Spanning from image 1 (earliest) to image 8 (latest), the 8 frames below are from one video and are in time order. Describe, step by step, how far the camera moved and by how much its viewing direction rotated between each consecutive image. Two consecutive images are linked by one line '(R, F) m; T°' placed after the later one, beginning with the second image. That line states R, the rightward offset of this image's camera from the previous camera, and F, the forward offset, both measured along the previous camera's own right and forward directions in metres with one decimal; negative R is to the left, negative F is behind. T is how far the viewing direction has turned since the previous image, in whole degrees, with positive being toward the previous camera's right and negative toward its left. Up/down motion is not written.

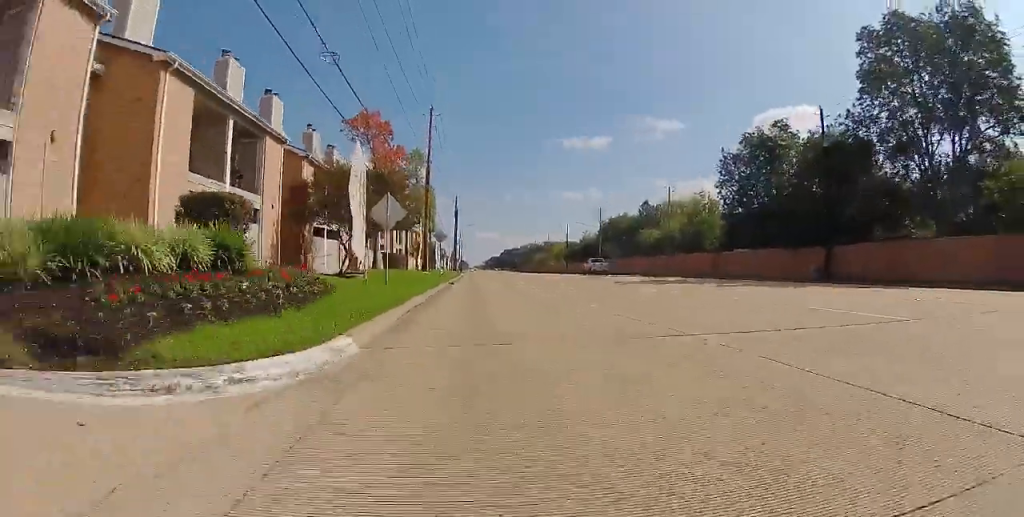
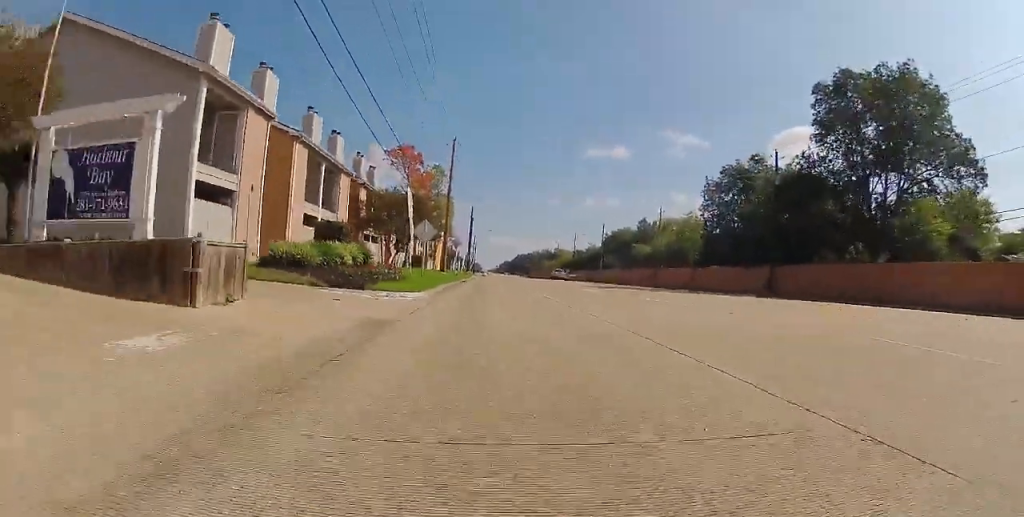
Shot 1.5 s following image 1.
(-0.2, +10.4) m; -3°
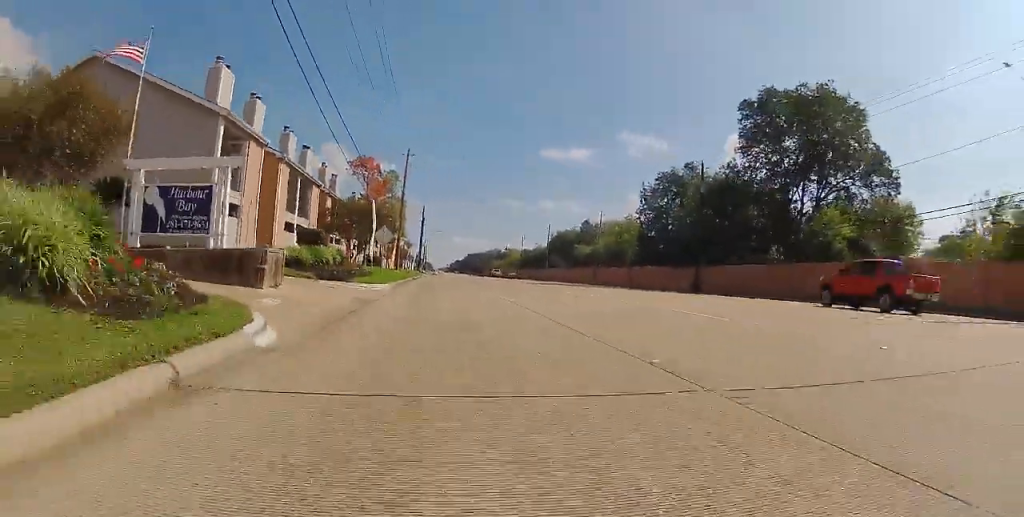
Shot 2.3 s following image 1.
(-0.1, +5.6) m; -1°
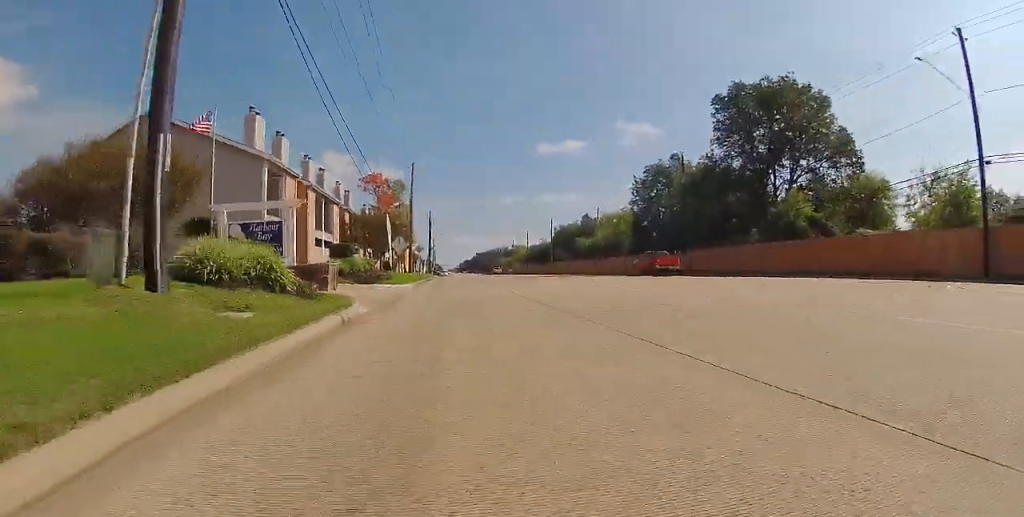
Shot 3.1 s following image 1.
(0.0, +5.7) m; 0°
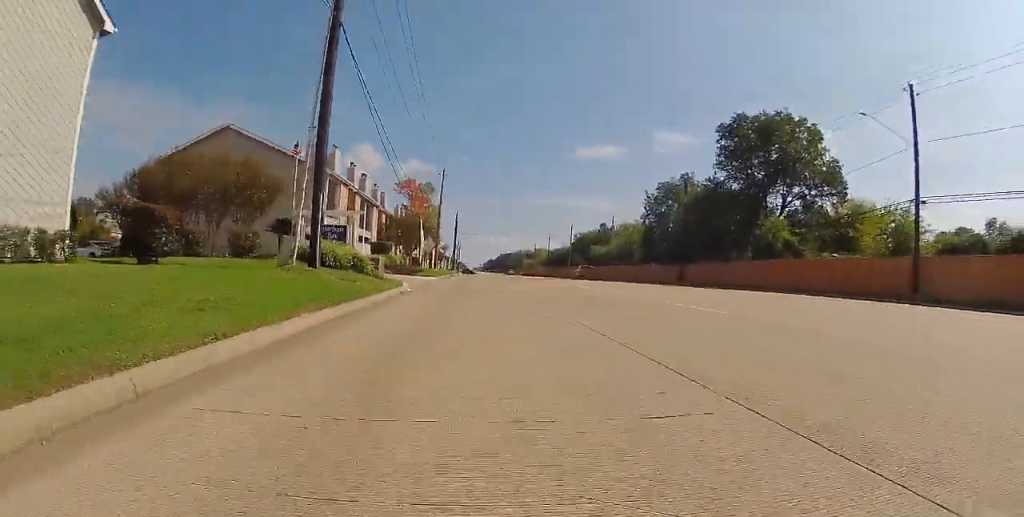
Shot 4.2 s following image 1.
(0.0, +7.7) m; 0°
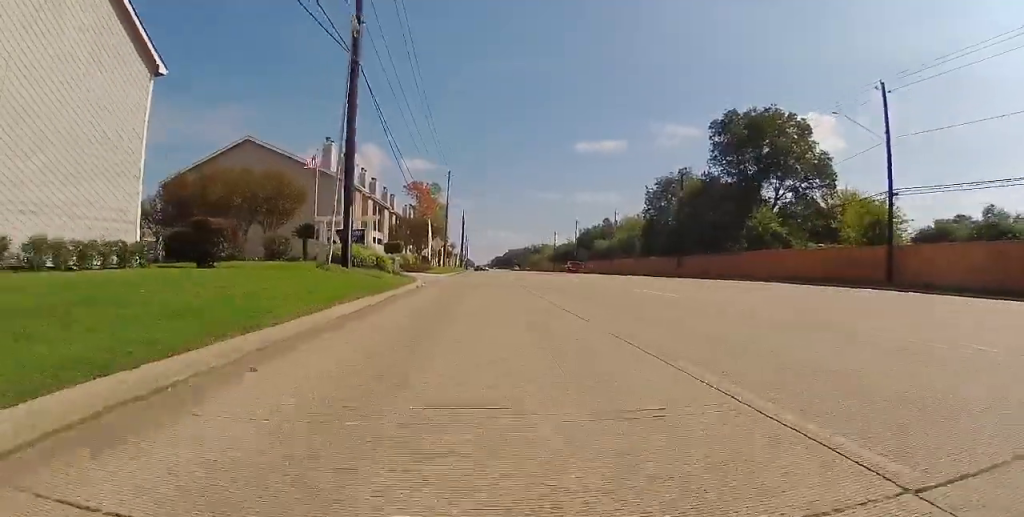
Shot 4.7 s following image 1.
(0.0, +3.4) m; +1°
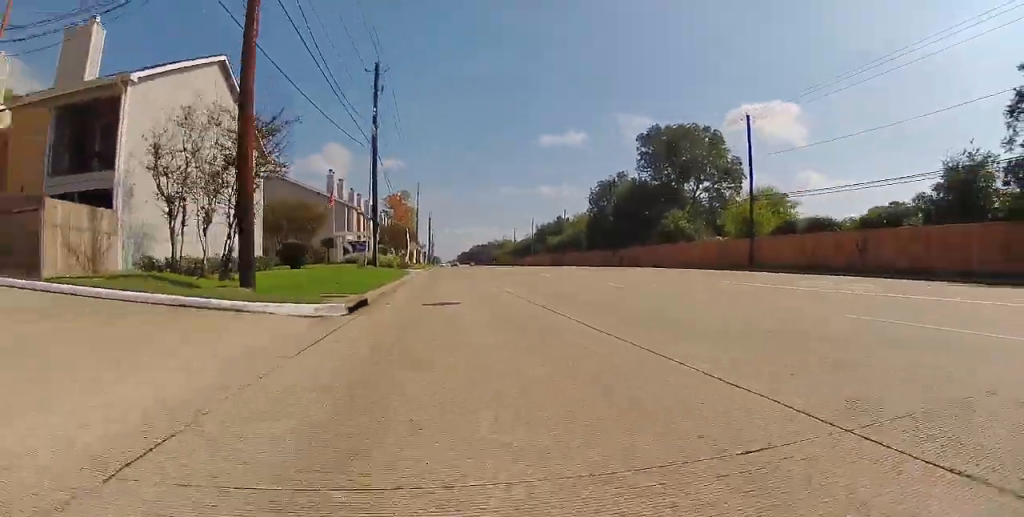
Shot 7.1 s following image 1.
(+0.6, +14.9) m; +4°
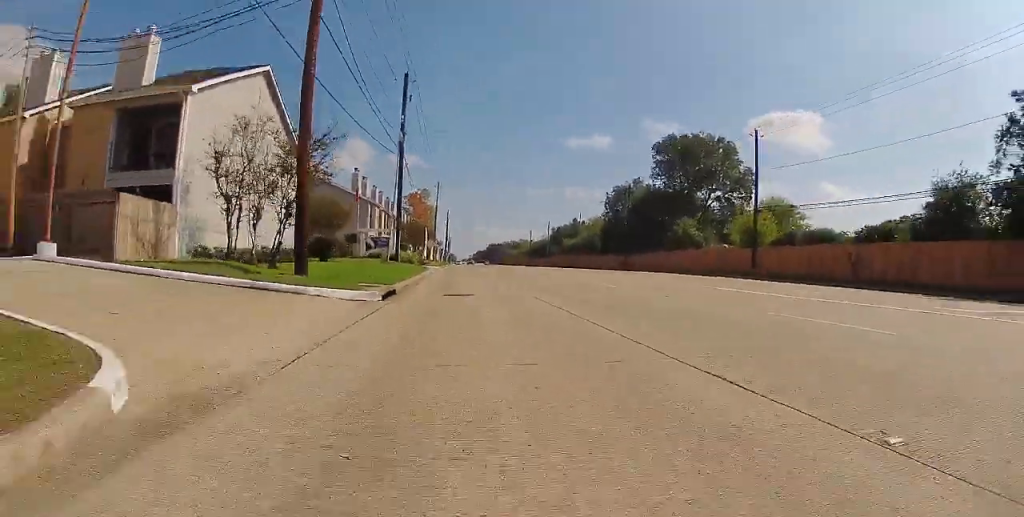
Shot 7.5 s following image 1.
(0.0, +2.6) m; 0°
